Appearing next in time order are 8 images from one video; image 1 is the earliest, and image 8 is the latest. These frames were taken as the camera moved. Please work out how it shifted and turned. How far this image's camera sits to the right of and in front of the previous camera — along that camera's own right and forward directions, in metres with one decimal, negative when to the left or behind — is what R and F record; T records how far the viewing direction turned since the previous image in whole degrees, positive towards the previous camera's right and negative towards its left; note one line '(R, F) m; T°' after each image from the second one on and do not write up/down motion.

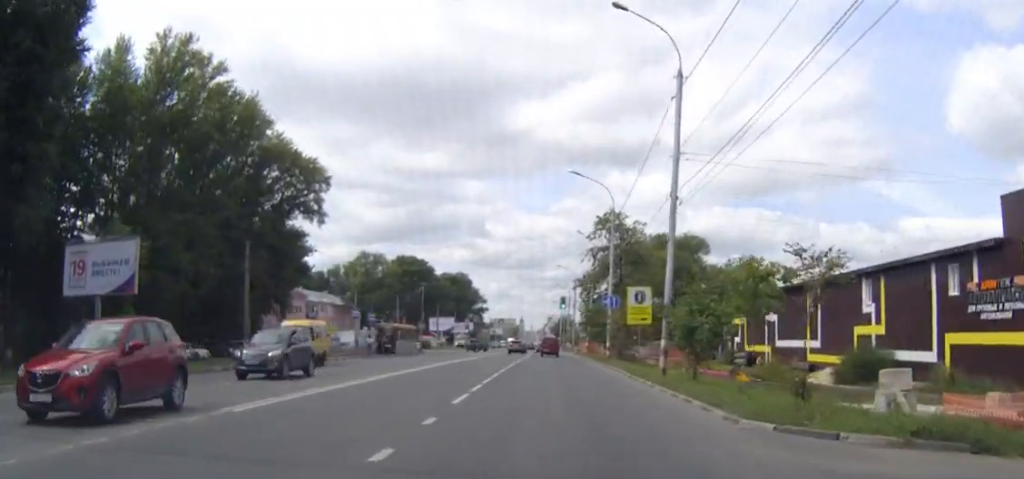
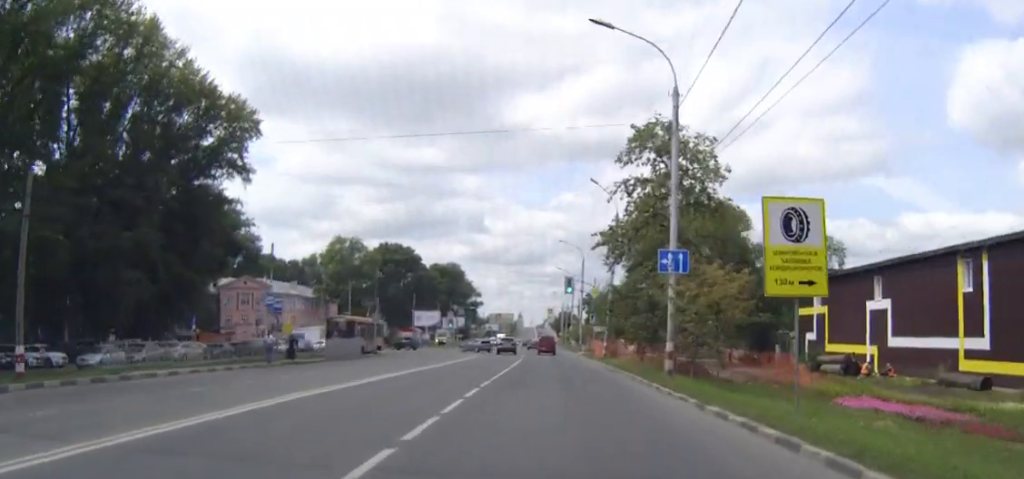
(+0.2, +25.9) m; 0°
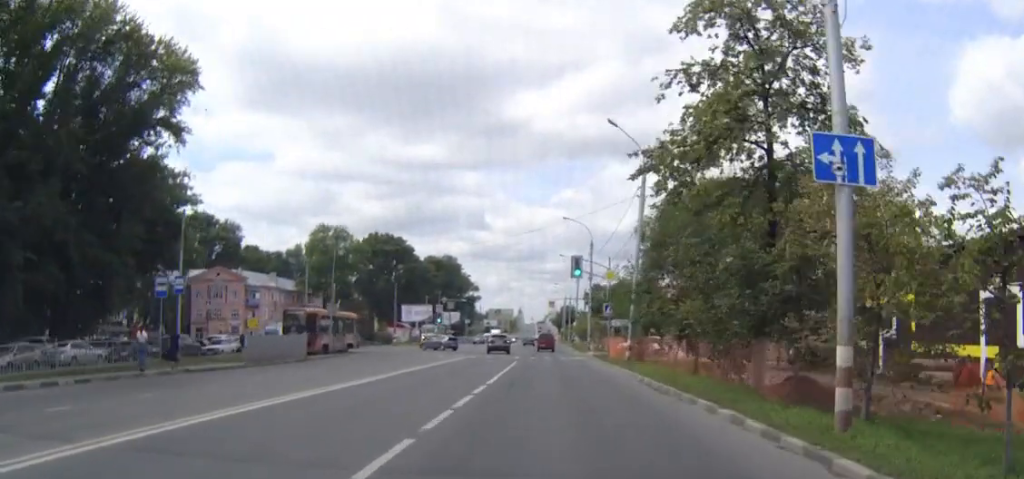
(0.0, +15.2) m; 0°
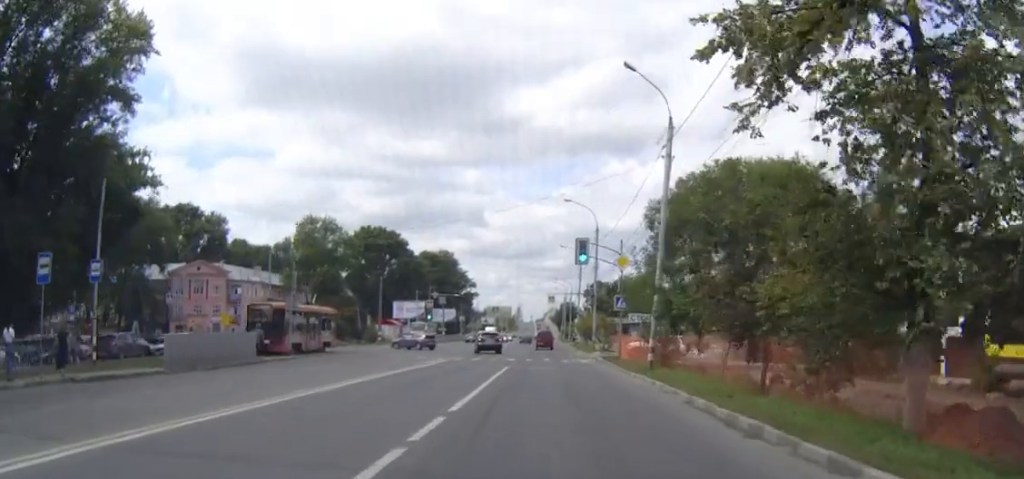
(0.0, +9.0) m; 0°
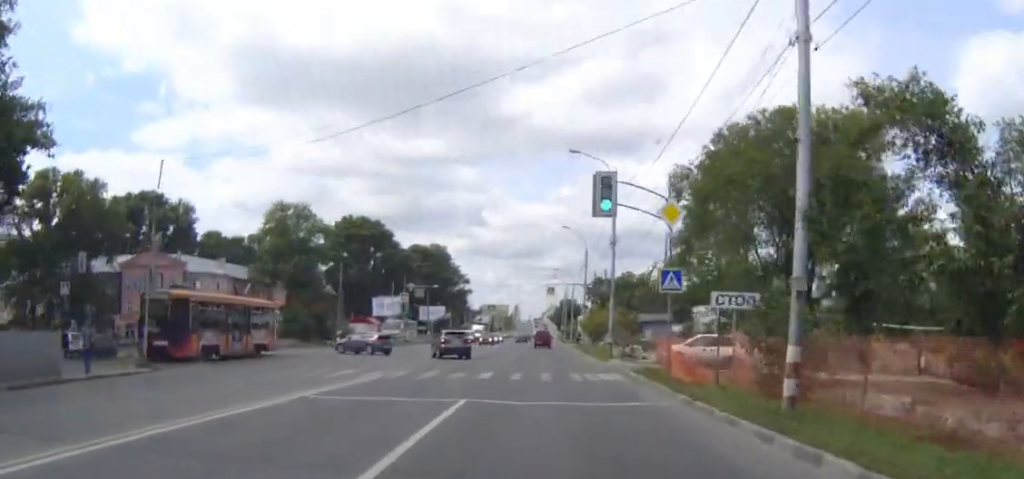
(-0.1, +18.3) m; 0°
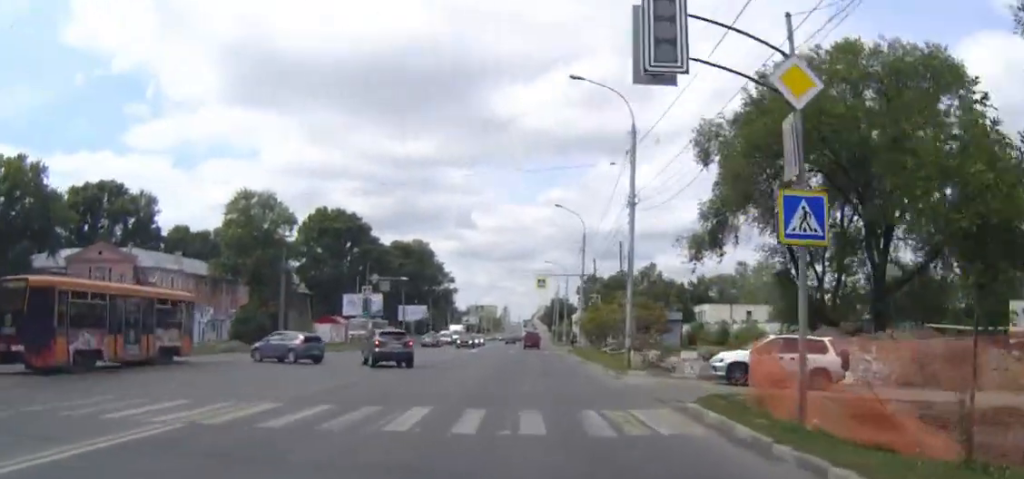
(0.0, +14.9) m; 0°
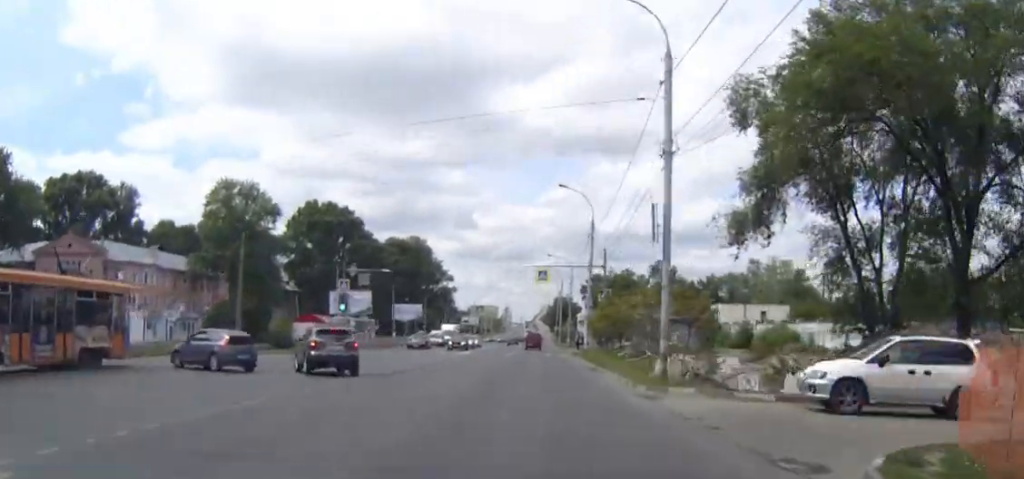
(+0.1, +9.3) m; 0°
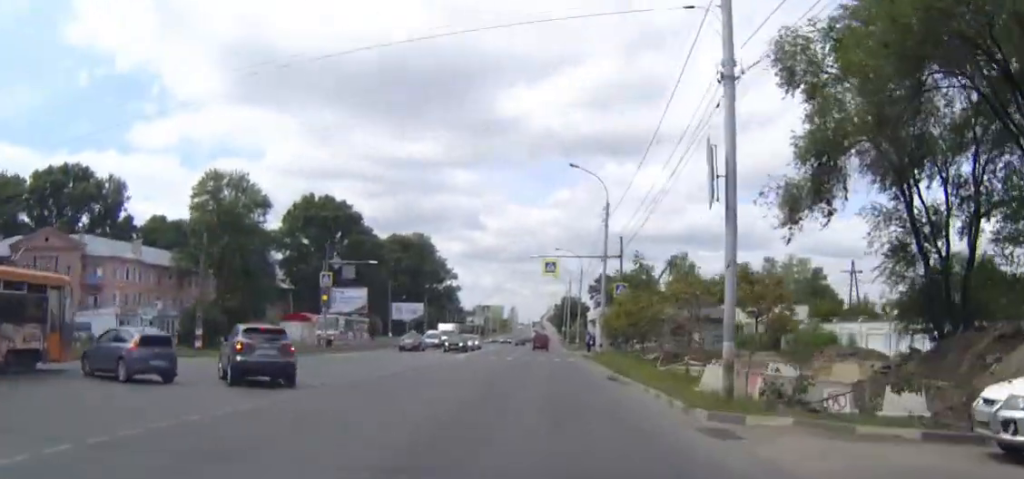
(0.0, +7.1) m; 0°
